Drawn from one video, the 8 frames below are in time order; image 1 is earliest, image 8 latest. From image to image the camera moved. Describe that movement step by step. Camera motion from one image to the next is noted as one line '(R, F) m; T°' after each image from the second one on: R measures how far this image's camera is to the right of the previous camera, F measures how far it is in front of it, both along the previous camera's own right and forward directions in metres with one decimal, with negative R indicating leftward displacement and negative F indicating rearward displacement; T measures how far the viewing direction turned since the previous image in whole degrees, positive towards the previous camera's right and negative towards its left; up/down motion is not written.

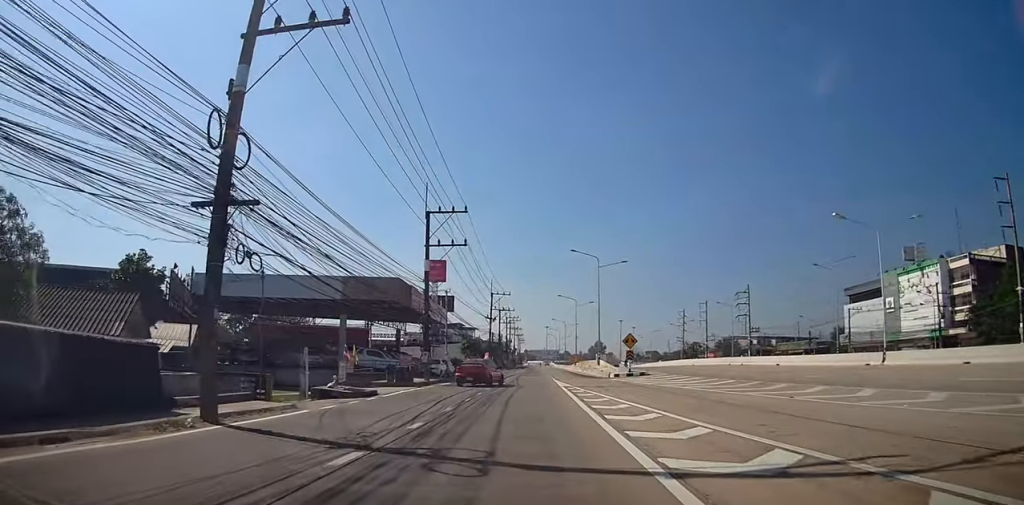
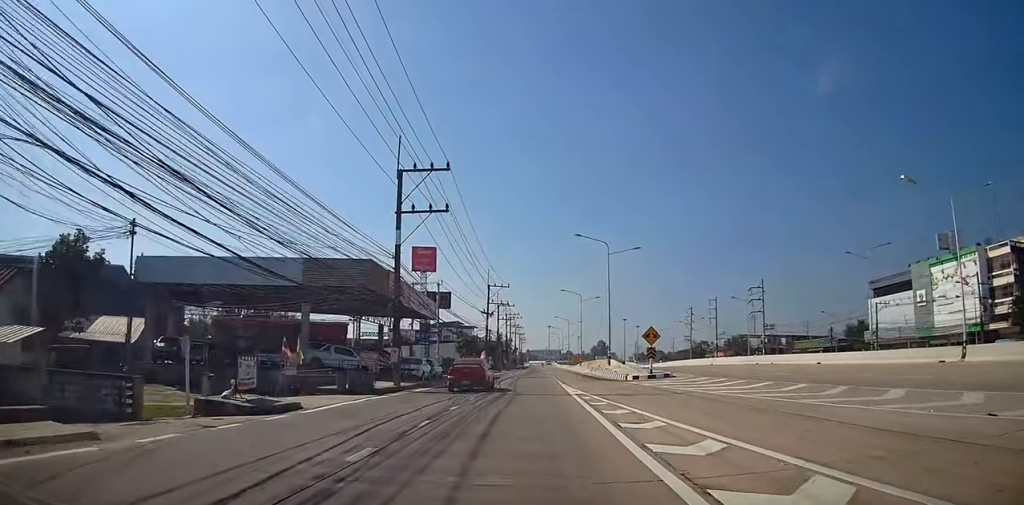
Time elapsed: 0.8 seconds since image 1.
(+0.1, +9.0) m; +1°
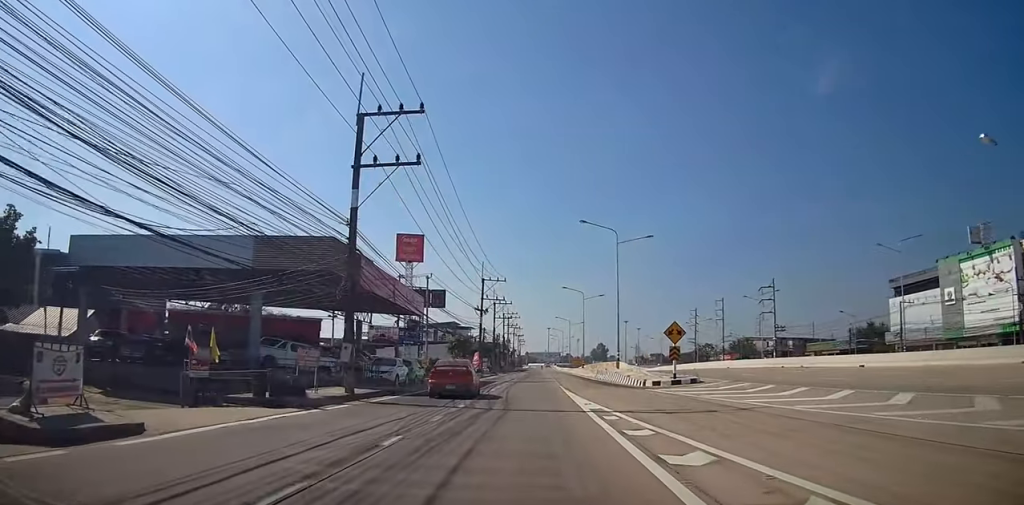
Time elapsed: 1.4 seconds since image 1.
(0.0, +7.5) m; +1°
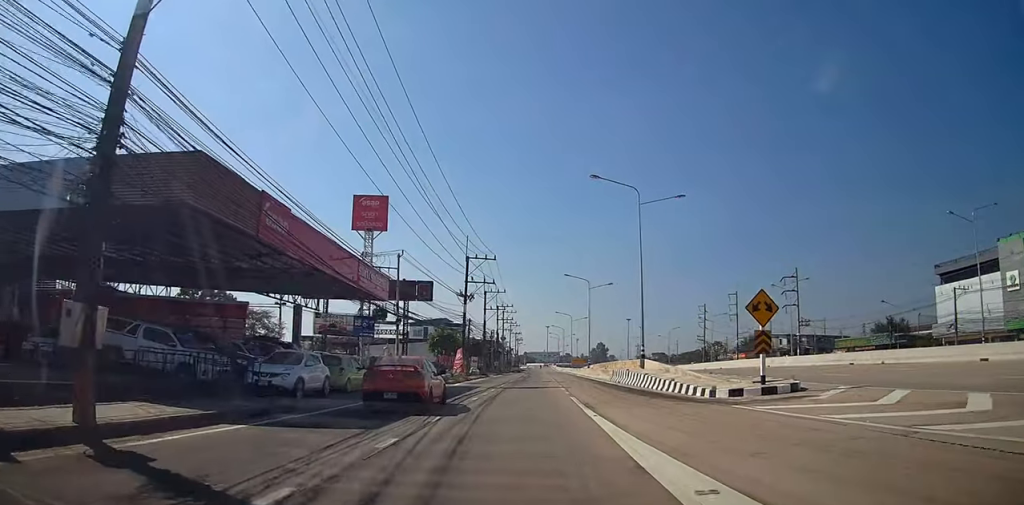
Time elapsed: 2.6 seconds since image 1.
(+0.3, +12.7) m; +1°
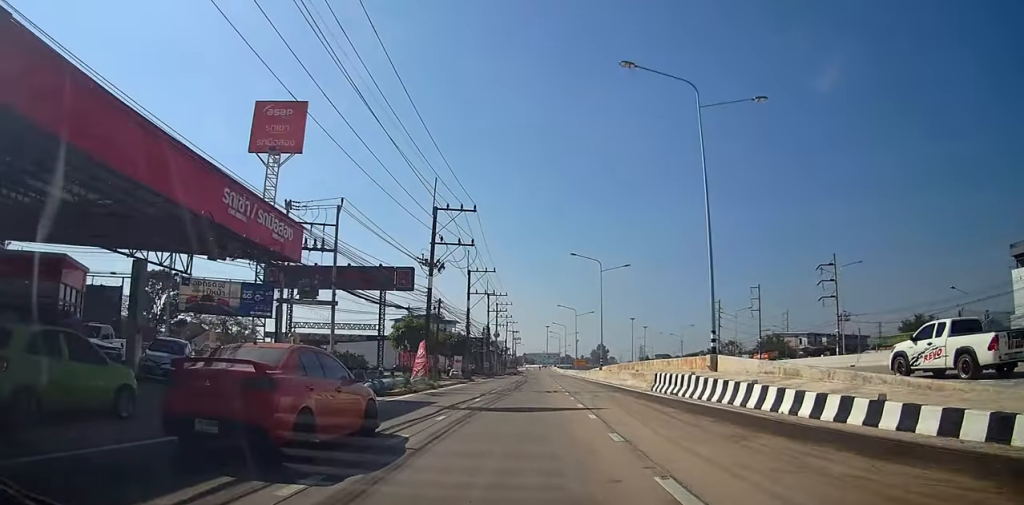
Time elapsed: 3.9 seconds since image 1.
(-0.1, +14.3) m; +1°
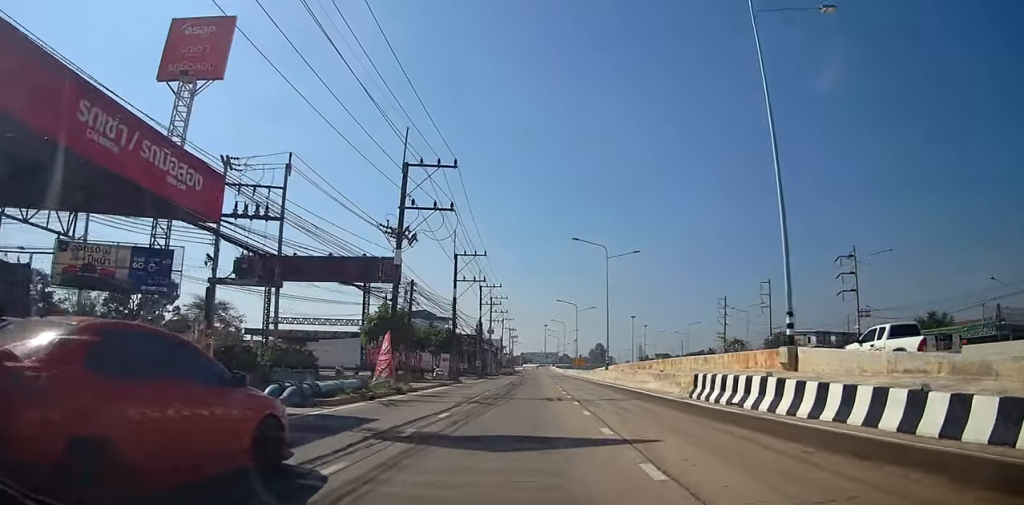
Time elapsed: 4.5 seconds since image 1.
(-0.1, +6.4) m; +2°
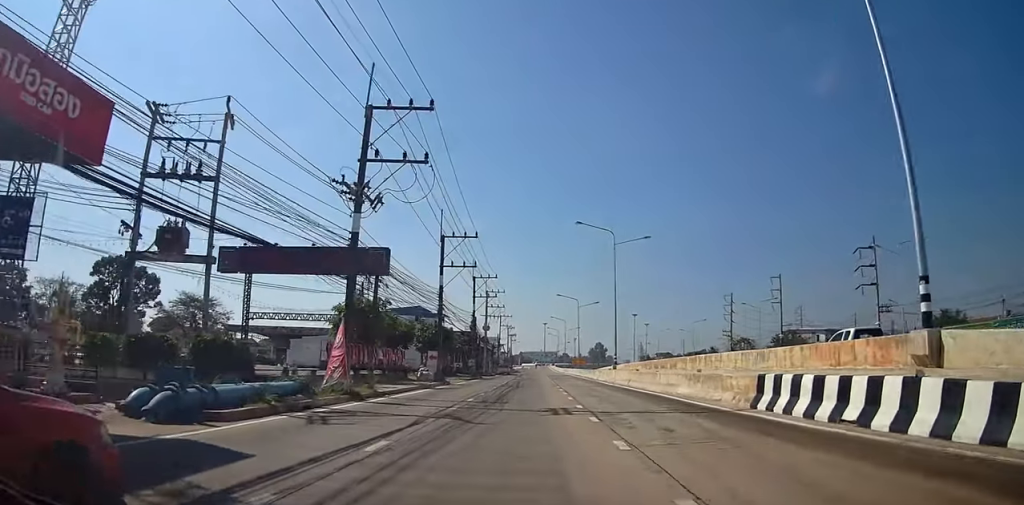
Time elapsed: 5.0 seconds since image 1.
(+0.3, +5.4) m; -1°
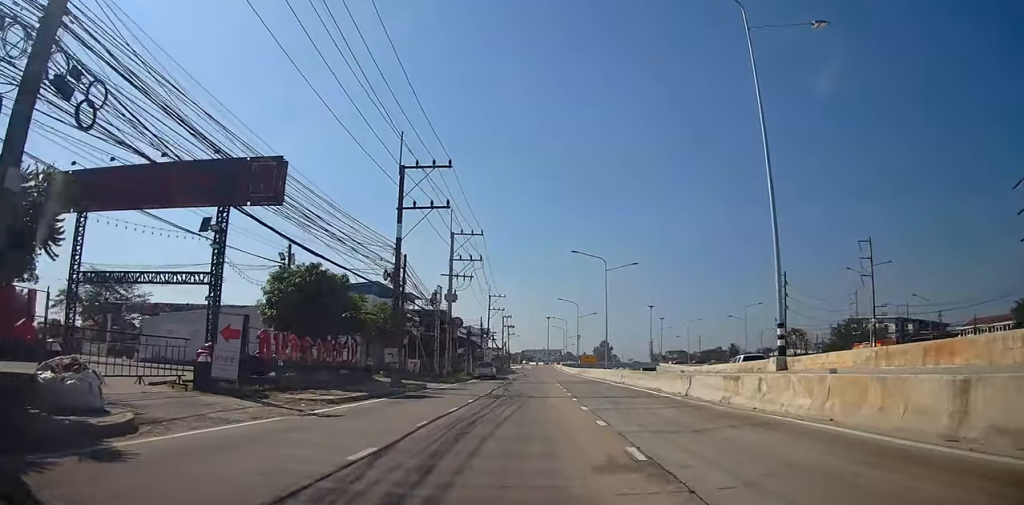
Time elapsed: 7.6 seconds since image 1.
(-1.7, +30.5) m; -1°
